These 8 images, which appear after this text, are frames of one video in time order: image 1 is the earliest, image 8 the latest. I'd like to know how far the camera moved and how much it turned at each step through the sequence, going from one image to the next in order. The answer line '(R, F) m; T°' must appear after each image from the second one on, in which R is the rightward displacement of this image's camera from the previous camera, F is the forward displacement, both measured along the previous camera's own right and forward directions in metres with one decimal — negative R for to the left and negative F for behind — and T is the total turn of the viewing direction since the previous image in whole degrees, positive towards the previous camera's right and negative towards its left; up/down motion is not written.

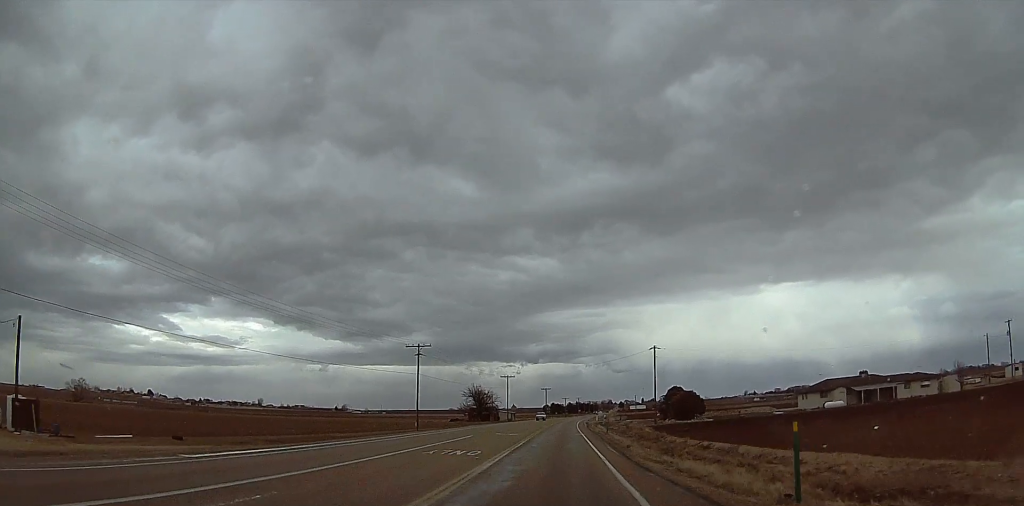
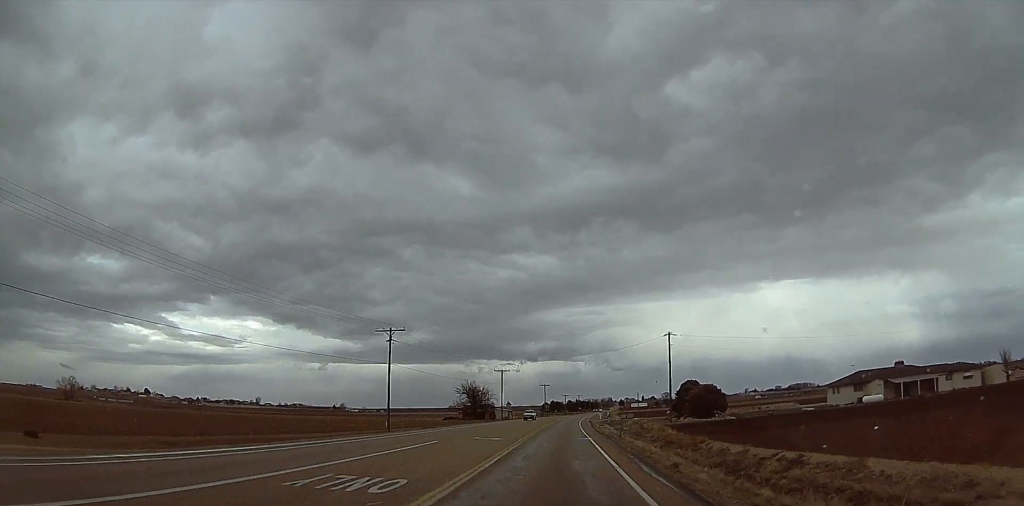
(0.0, +12.8) m; 0°
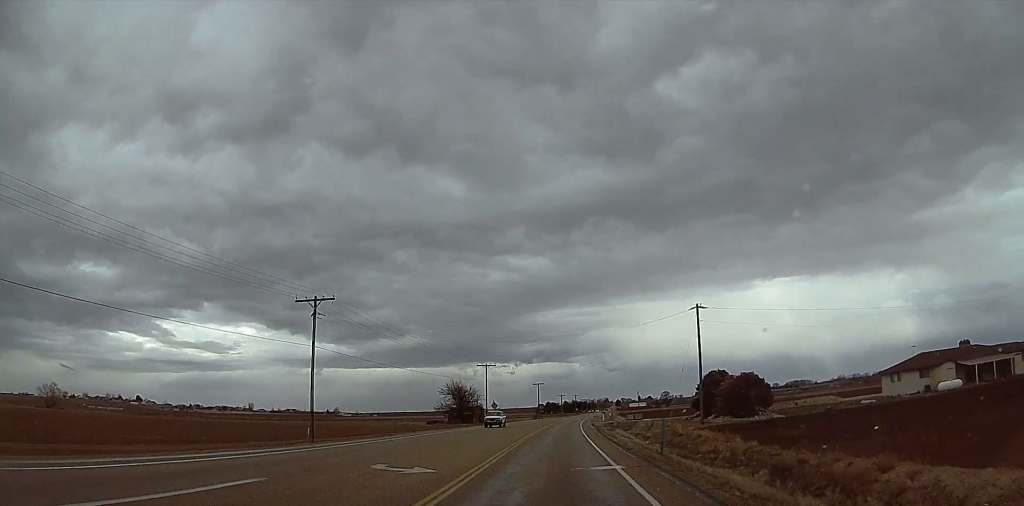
(0.0, +19.2) m; 0°
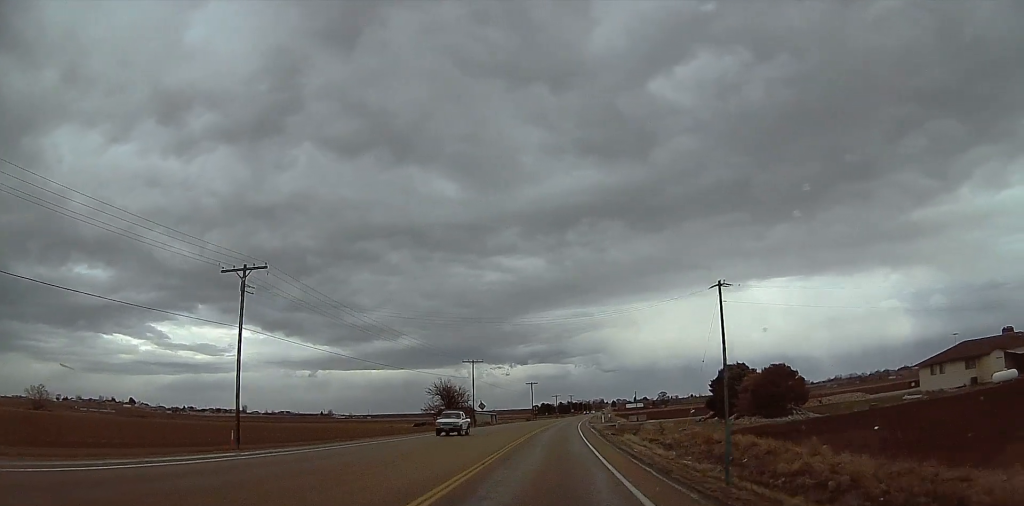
(0.0, +10.4) m; 0°
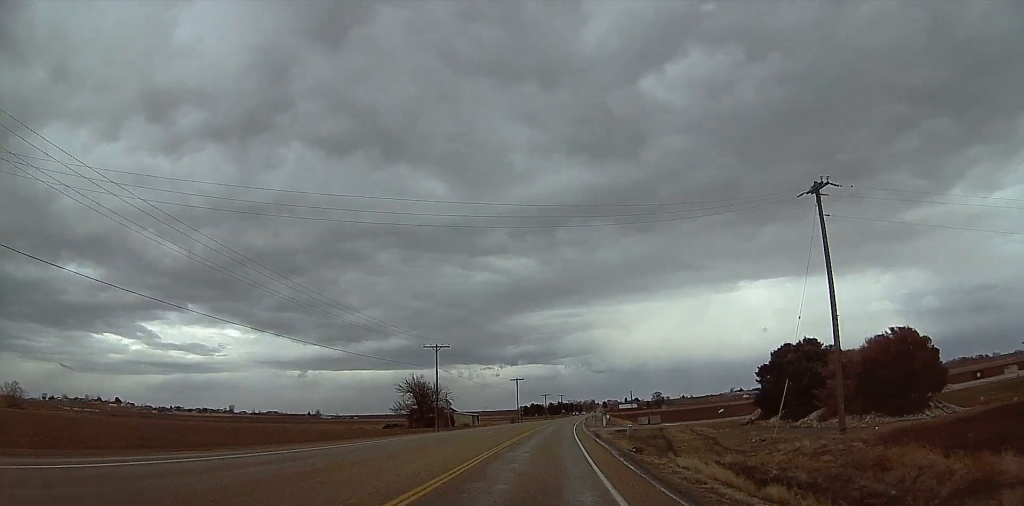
(0.0, +21.6) m; 0°
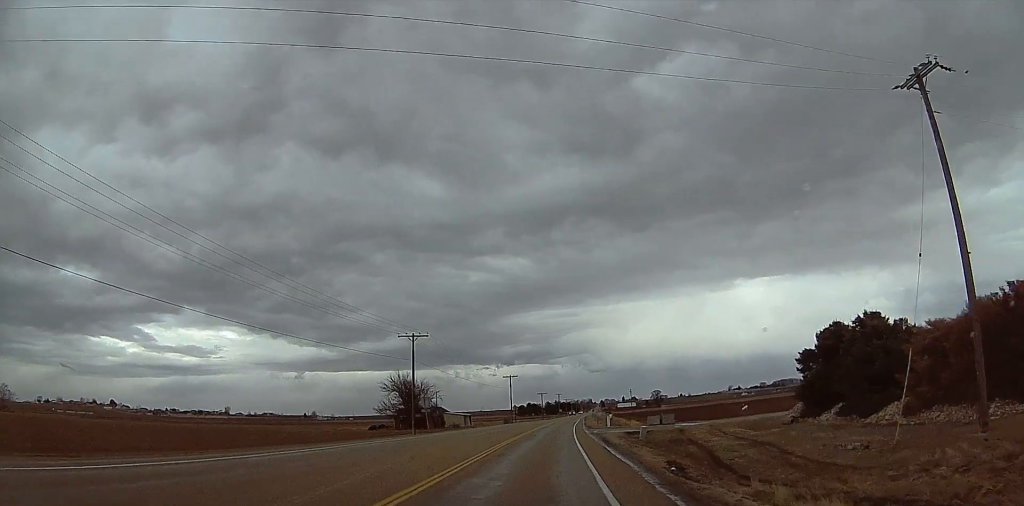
(0.0, +10.4) m; 0°
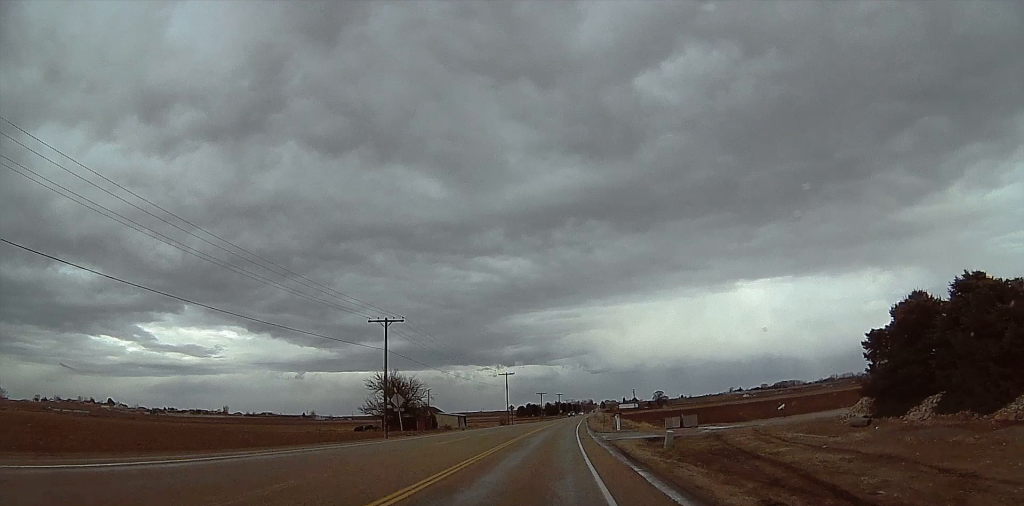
(0.0, +10.4) m; 0°
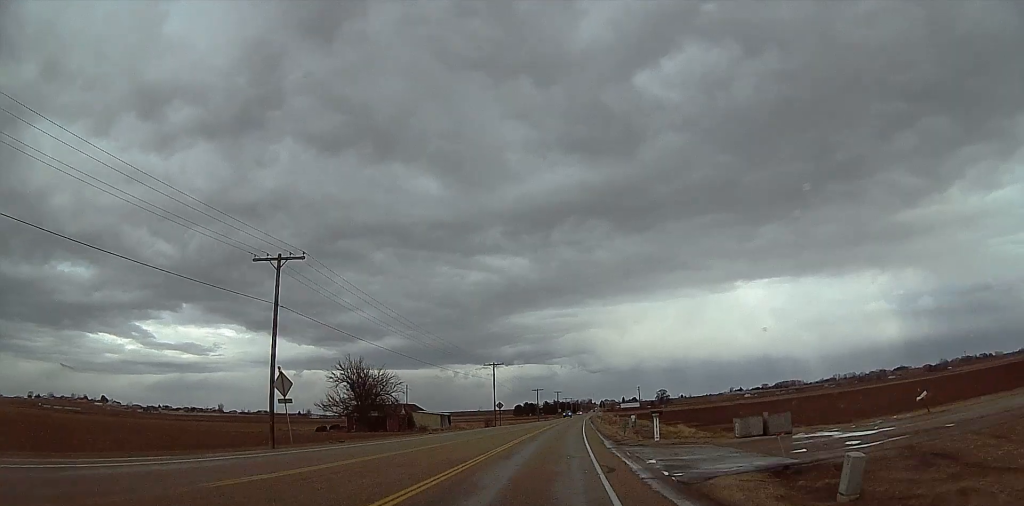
(0.0, +21.6) m; 0°
